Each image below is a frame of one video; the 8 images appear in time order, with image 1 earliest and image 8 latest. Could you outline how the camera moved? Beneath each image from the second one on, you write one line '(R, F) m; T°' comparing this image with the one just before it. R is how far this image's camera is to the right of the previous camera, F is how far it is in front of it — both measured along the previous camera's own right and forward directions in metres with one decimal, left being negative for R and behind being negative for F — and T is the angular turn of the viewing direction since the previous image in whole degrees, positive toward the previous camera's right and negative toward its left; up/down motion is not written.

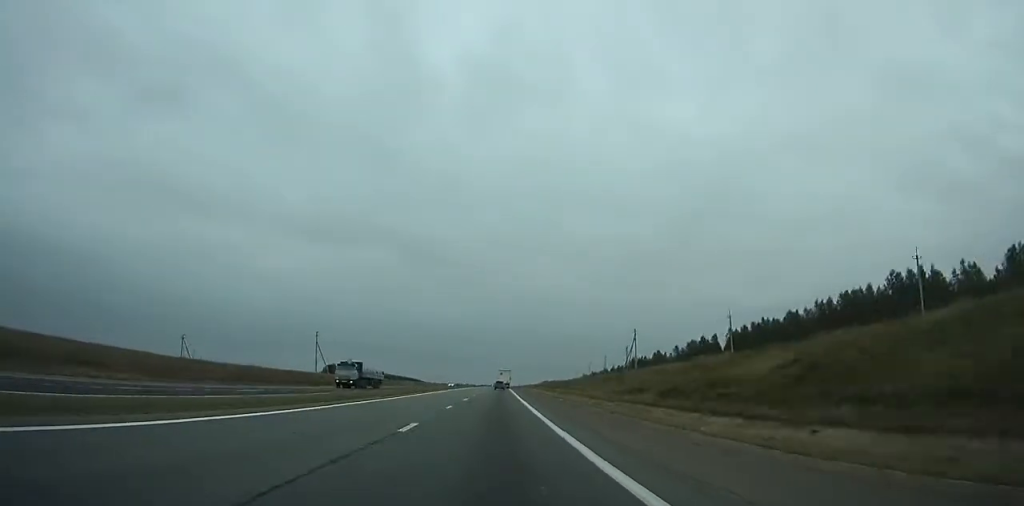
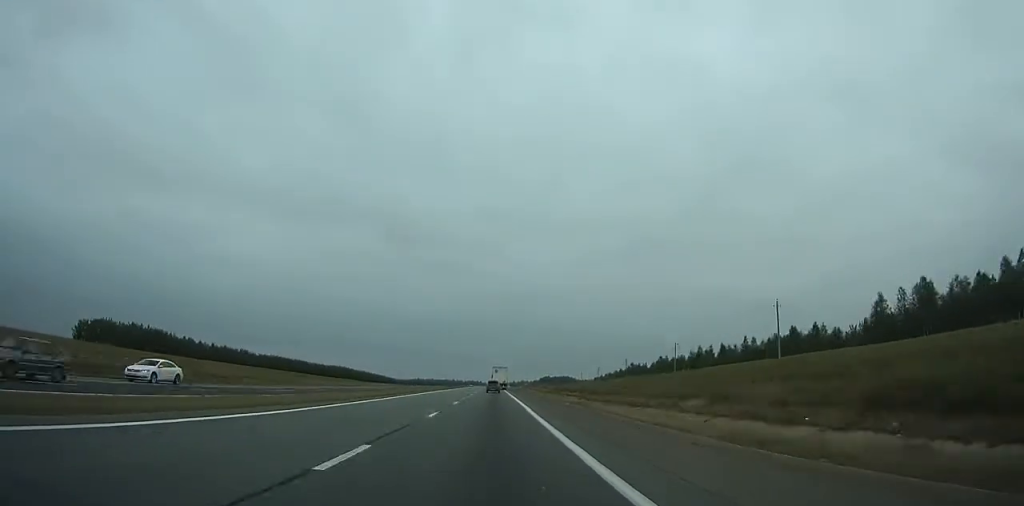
(+2.8, +196.1) m; +1°
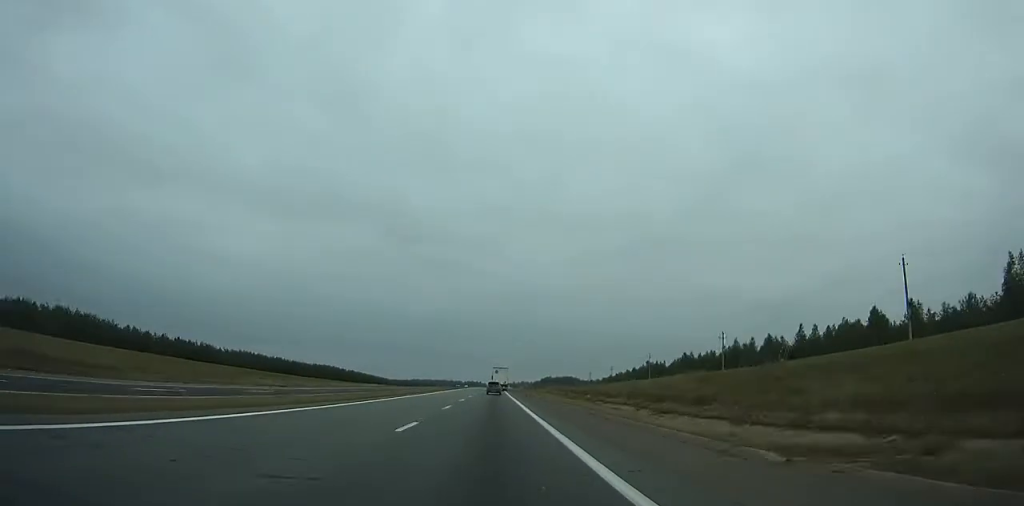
(0.0, +29.5) m; 0°
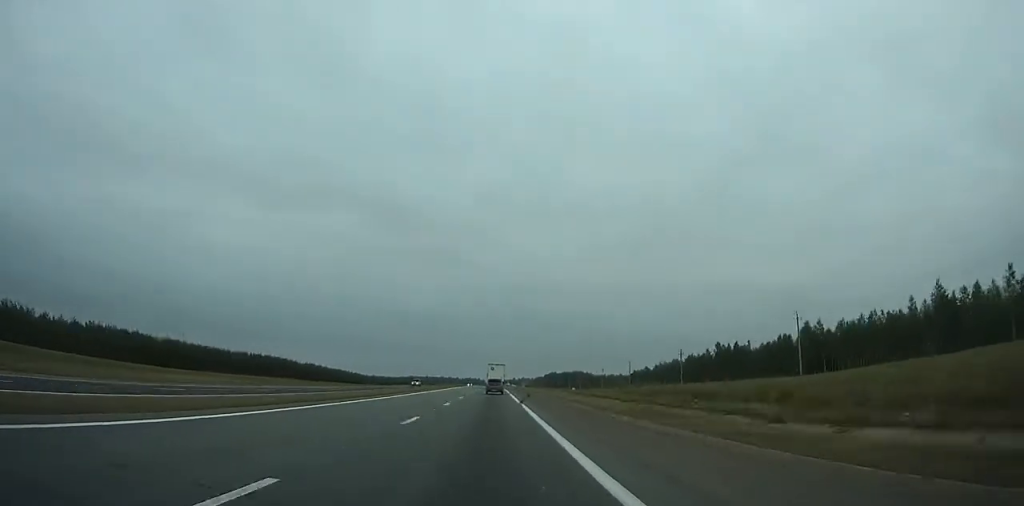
(+0.1, +81.6) m; 0°
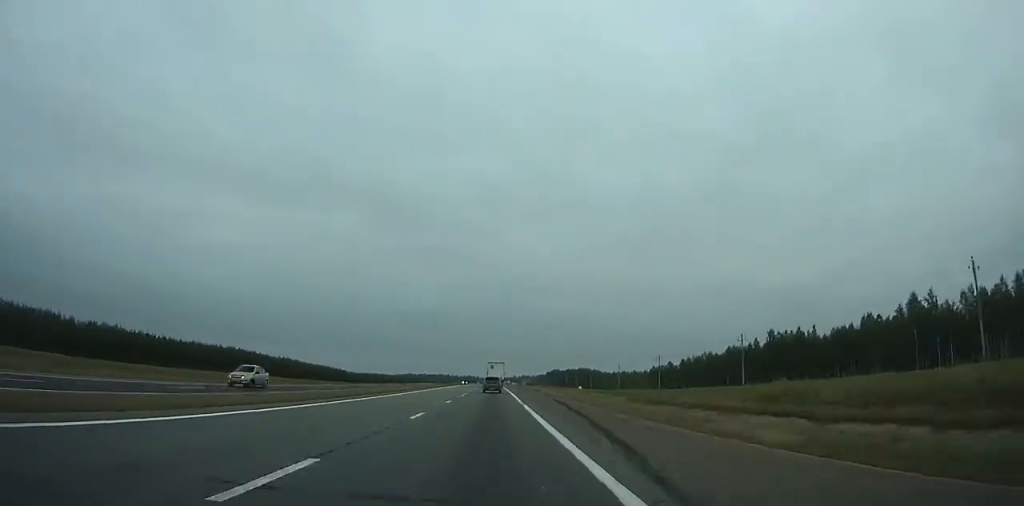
(0.0, +33.7) m; 0°
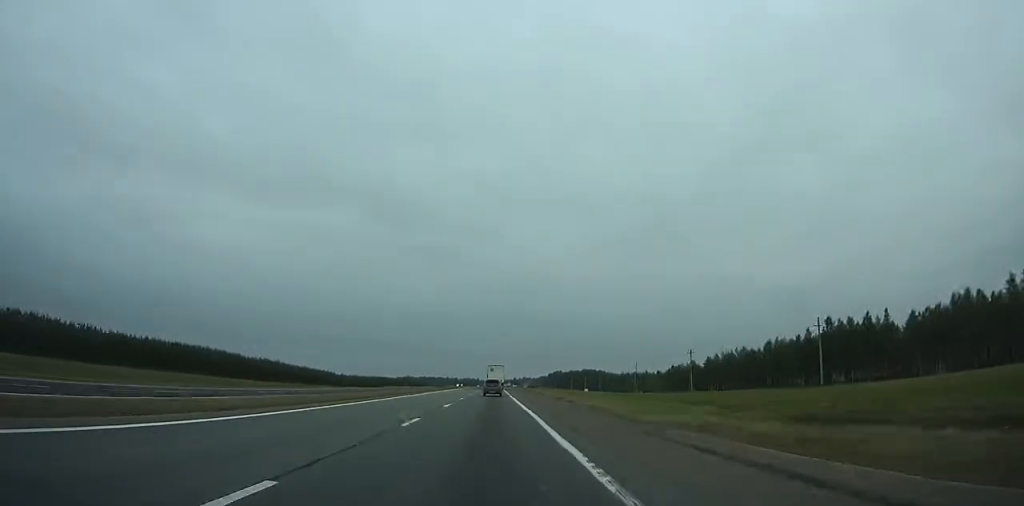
(0.0, +27.4) m; 0°
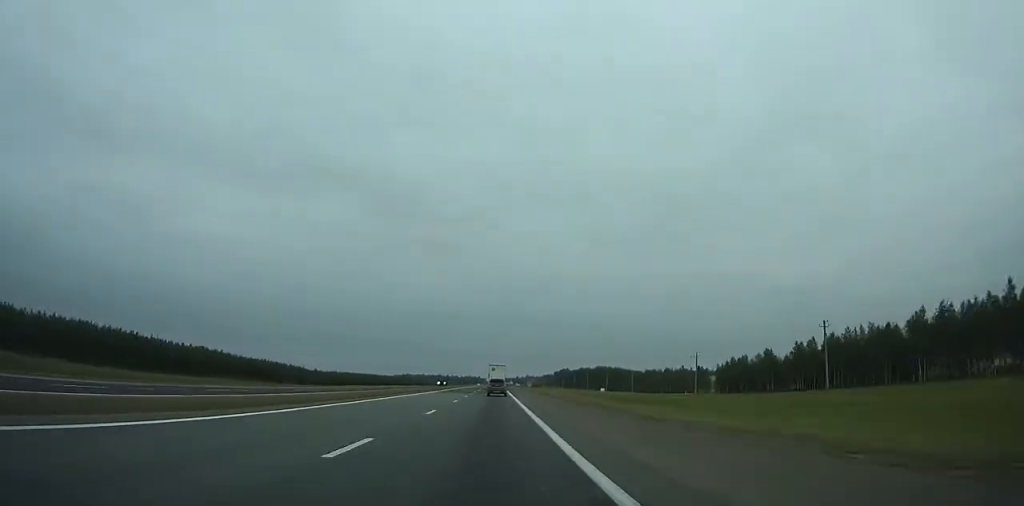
(0.0, +54.9) m; 0°
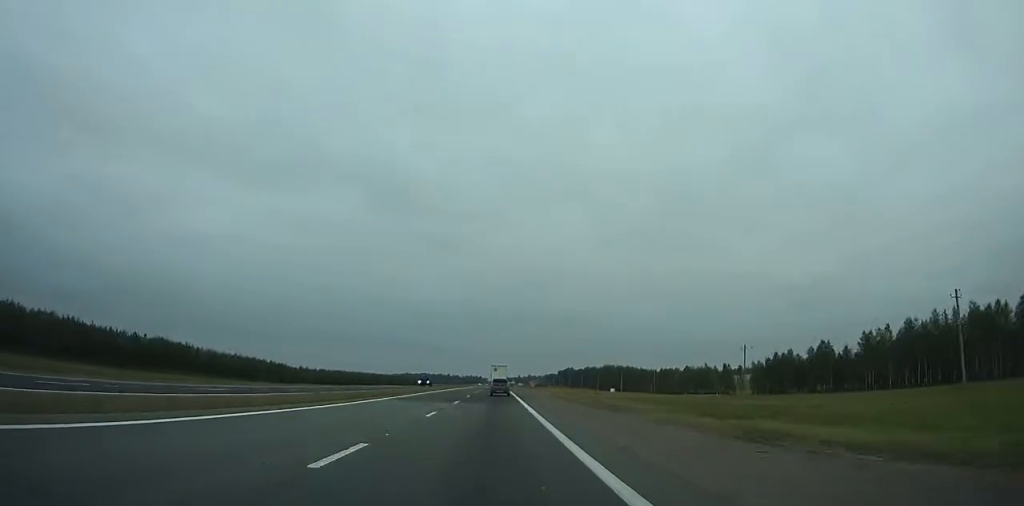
(0.0, +26.0) m; 0°
